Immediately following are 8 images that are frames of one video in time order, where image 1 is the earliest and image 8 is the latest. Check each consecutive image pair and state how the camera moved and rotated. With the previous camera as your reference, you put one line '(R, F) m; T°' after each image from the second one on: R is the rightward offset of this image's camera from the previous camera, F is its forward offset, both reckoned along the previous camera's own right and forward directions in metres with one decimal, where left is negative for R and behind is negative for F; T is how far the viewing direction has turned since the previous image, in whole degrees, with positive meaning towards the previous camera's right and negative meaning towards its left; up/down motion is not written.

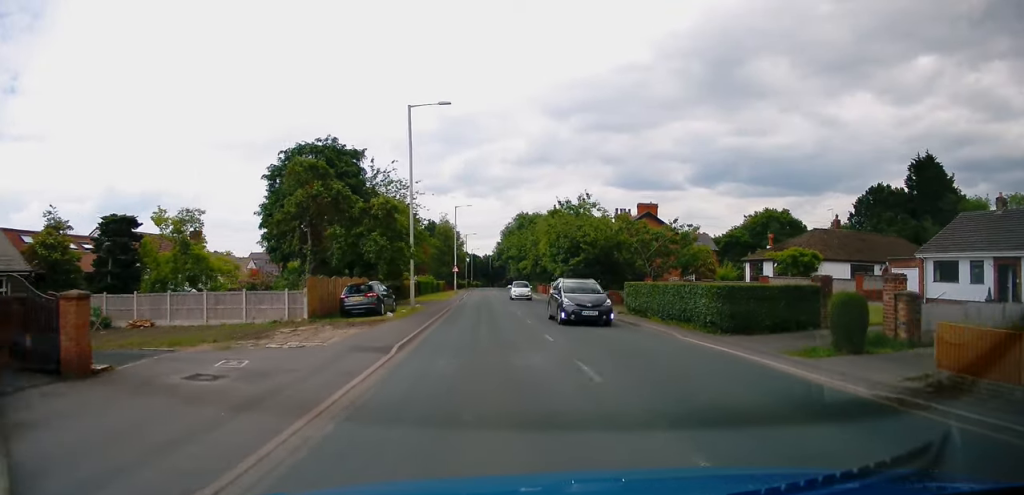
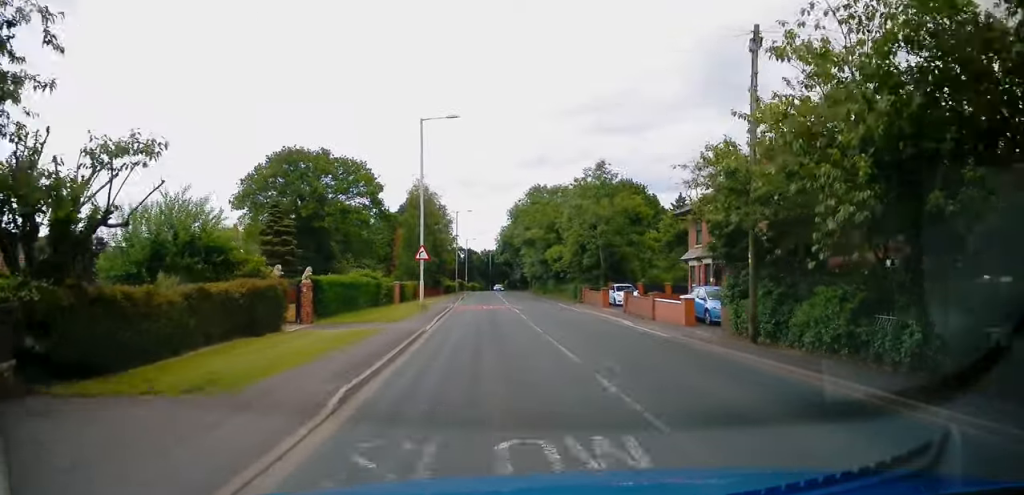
(-0.1, +37.6) m; 0°
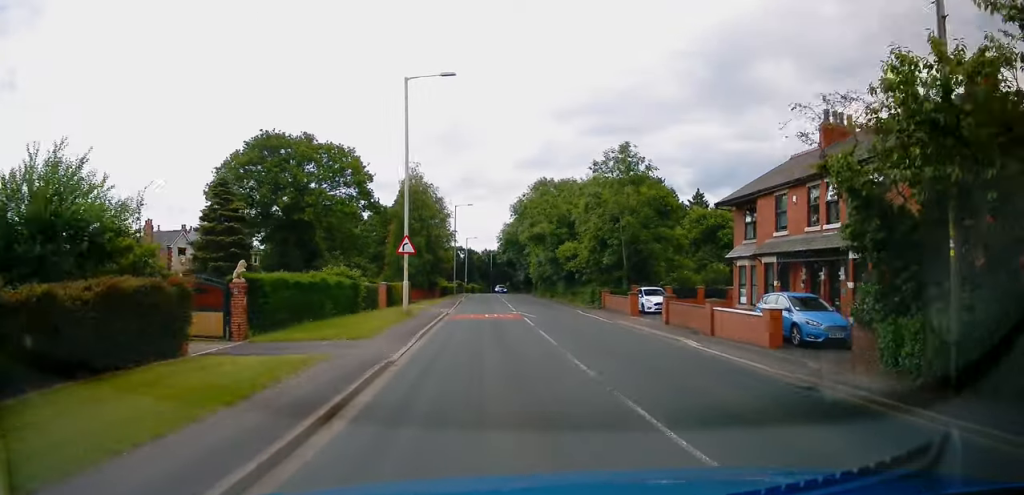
(+0.3, +6.8) m; 0°
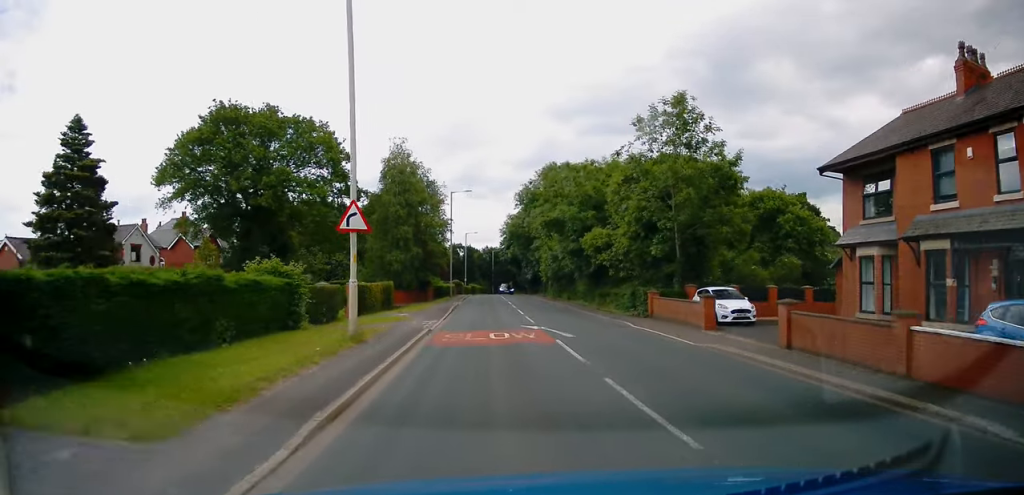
(-0.2, +10.4) m; 0°
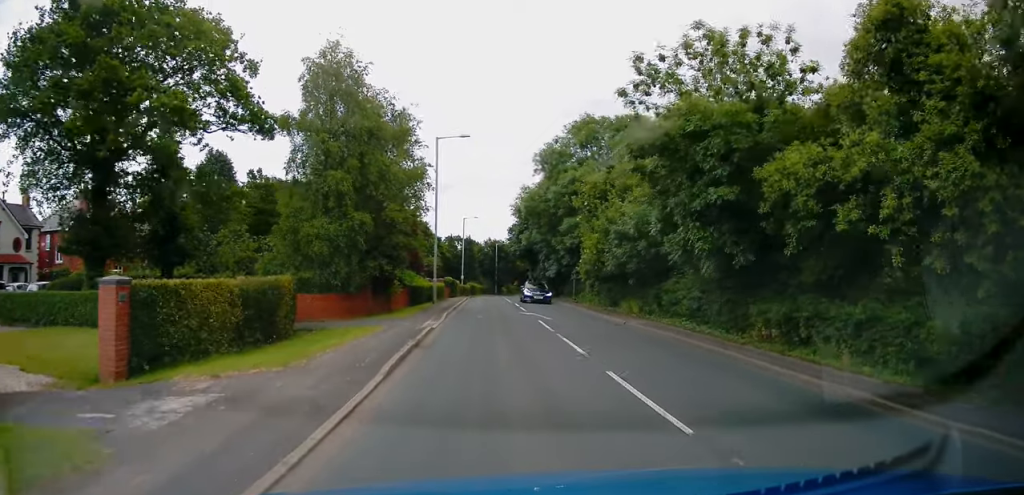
(+0.3, +21.5) m; 0°
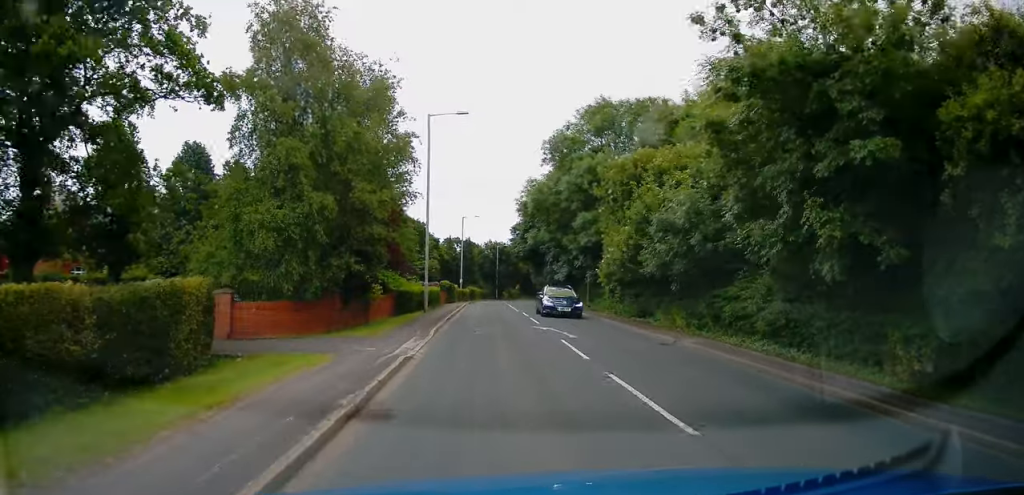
(-0.2, +6.0) m; 0°
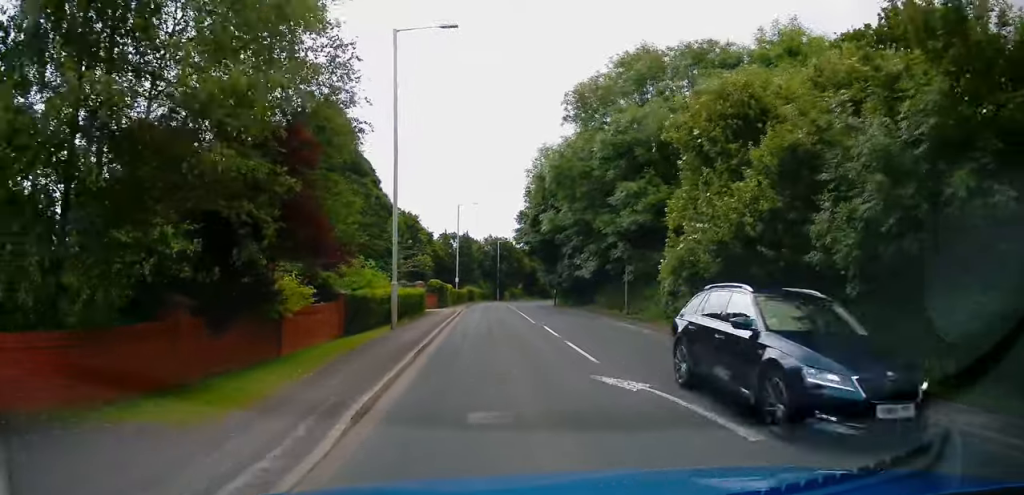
(-0.1, +11.0) m; 0°
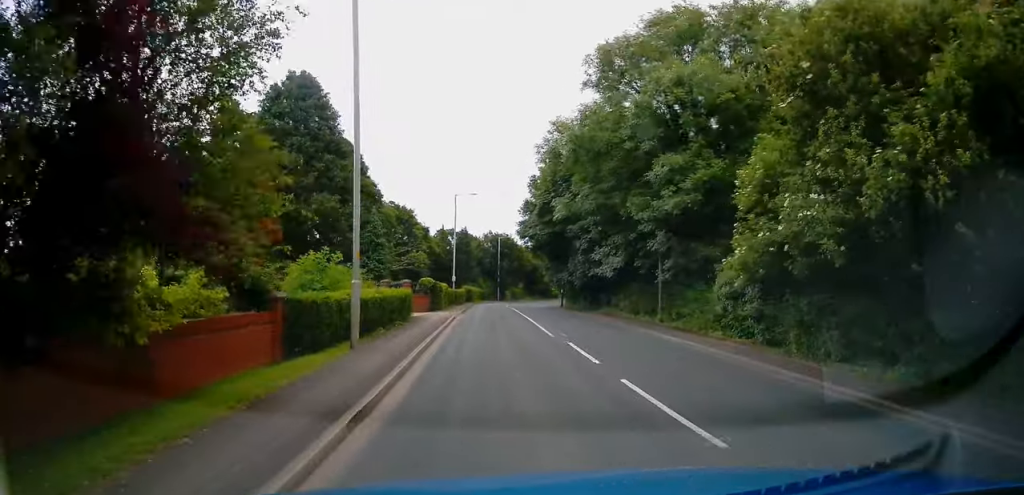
(+0.2, +5.9) m; 0°
